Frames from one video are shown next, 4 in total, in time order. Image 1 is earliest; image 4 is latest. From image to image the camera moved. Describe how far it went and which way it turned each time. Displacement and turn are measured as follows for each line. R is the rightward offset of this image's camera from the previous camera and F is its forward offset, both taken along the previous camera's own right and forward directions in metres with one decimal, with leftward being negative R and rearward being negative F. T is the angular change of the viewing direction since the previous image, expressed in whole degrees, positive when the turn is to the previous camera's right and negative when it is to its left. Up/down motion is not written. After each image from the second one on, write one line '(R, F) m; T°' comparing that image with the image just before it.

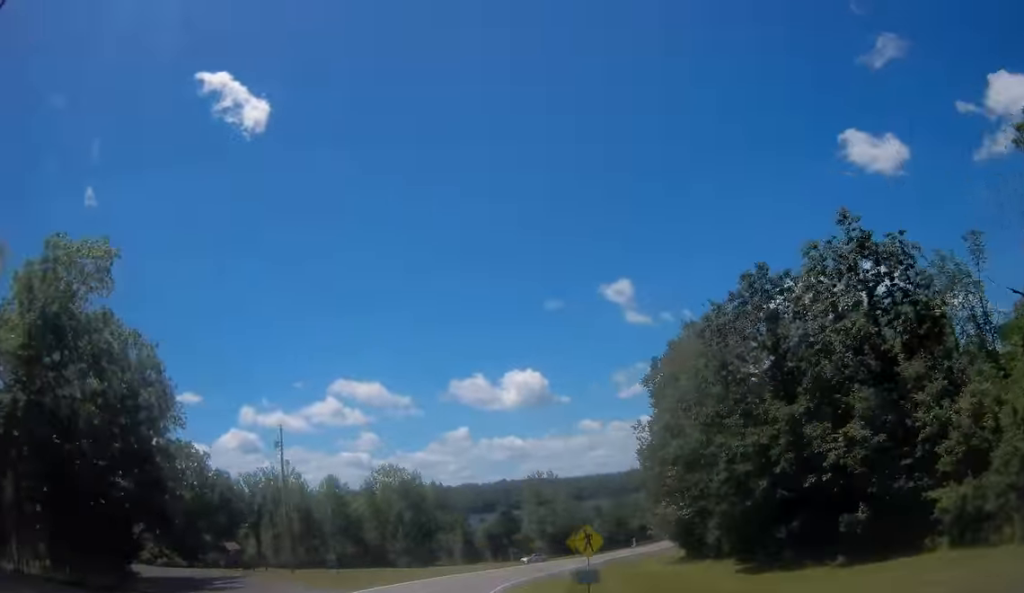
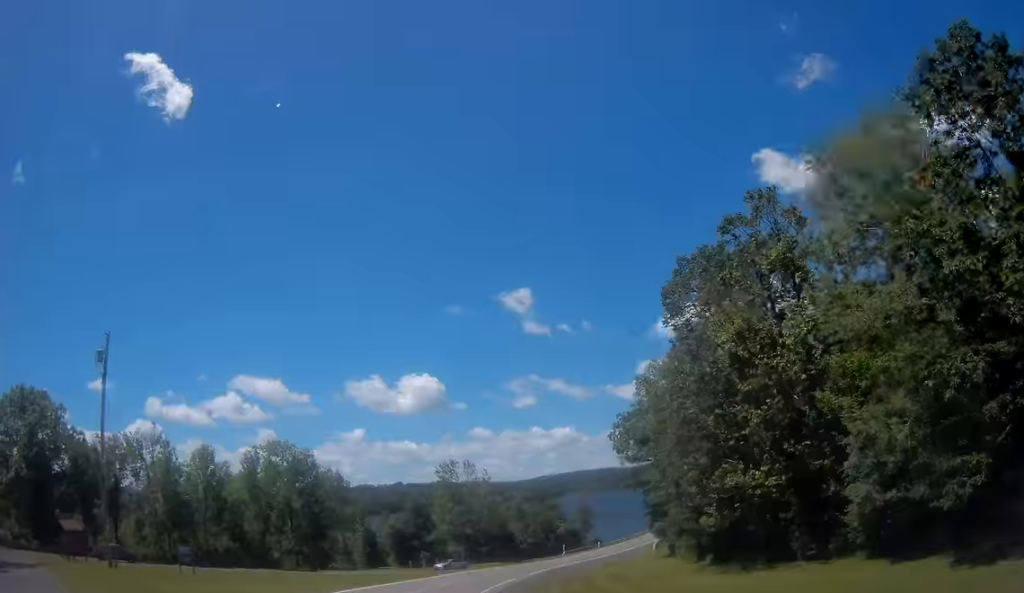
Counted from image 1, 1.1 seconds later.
(+1.8, +20.0) m; +8°
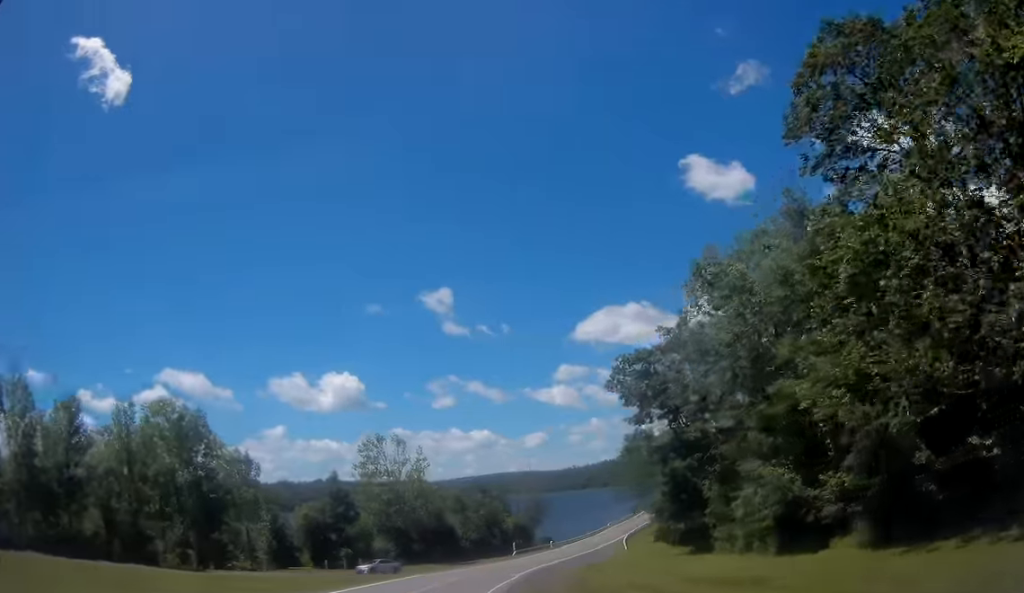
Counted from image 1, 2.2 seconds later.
(+1.1, +19.1) m; +8°
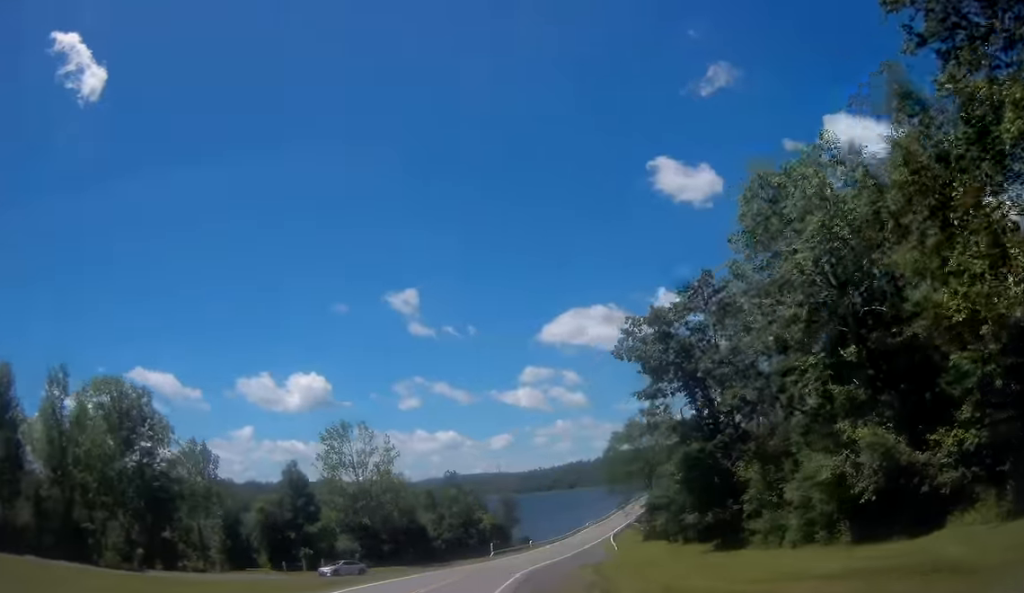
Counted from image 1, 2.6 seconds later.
(0.0, +7.8) m; +4°
